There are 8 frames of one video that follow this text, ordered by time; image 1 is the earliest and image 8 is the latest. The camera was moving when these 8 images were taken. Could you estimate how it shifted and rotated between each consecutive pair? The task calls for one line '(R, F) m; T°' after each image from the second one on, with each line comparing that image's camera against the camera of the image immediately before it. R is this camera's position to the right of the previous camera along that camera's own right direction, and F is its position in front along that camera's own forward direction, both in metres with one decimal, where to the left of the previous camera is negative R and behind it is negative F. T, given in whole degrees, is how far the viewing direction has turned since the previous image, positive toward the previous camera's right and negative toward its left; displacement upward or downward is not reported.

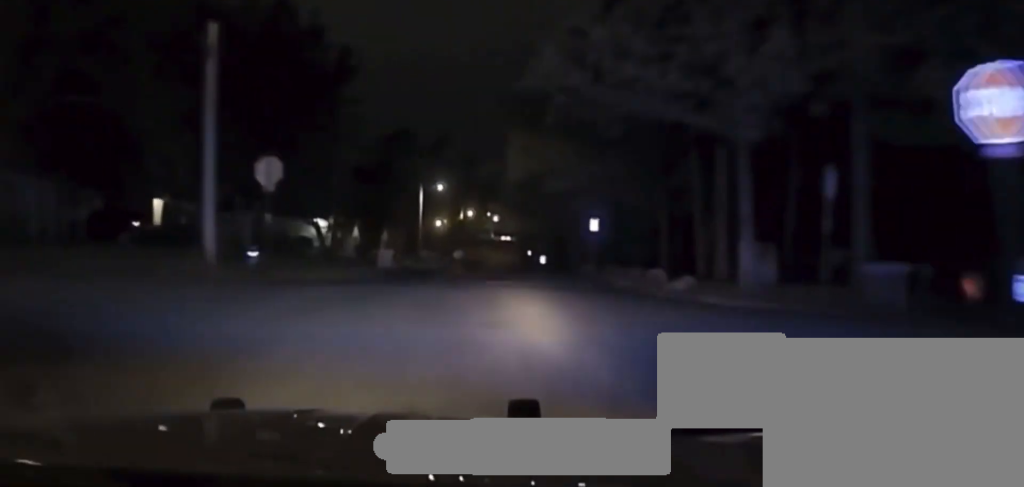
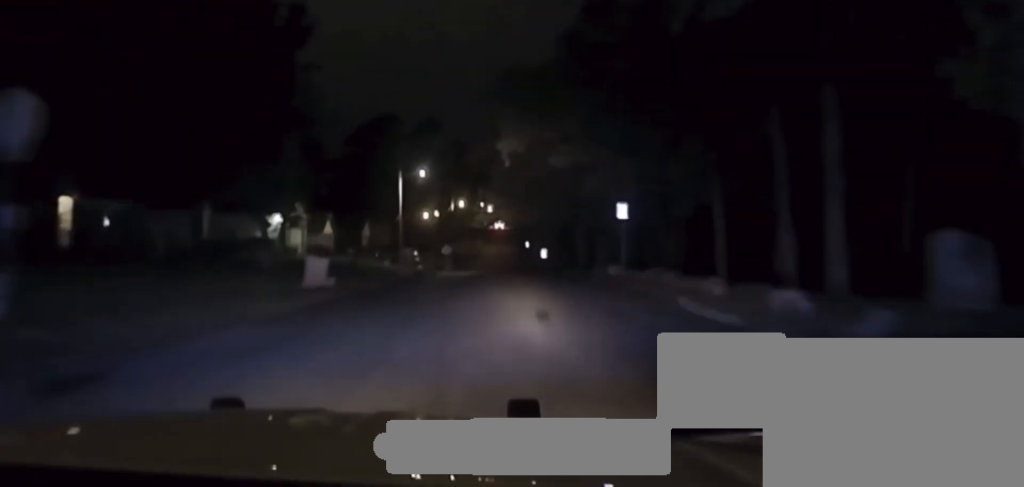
(0.0, +13.9) m; 0°
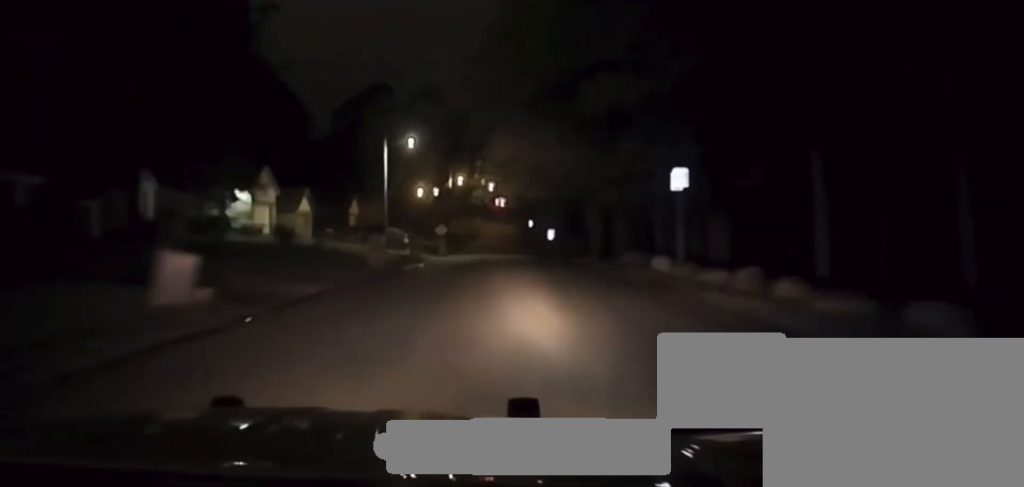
(+0.1, +12.3) m; 0°
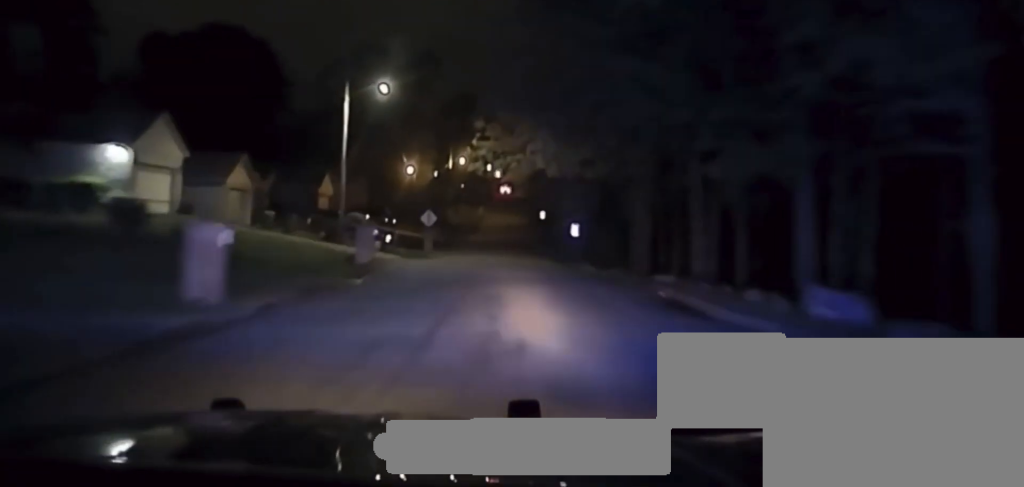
(-0.2, +21.7) m; 0°
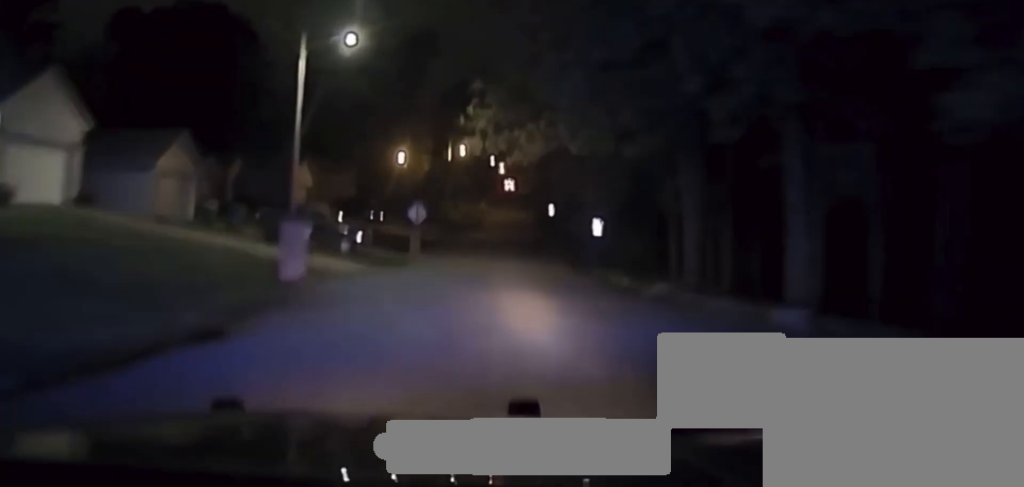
(-0.2, +11.2) m; 0°
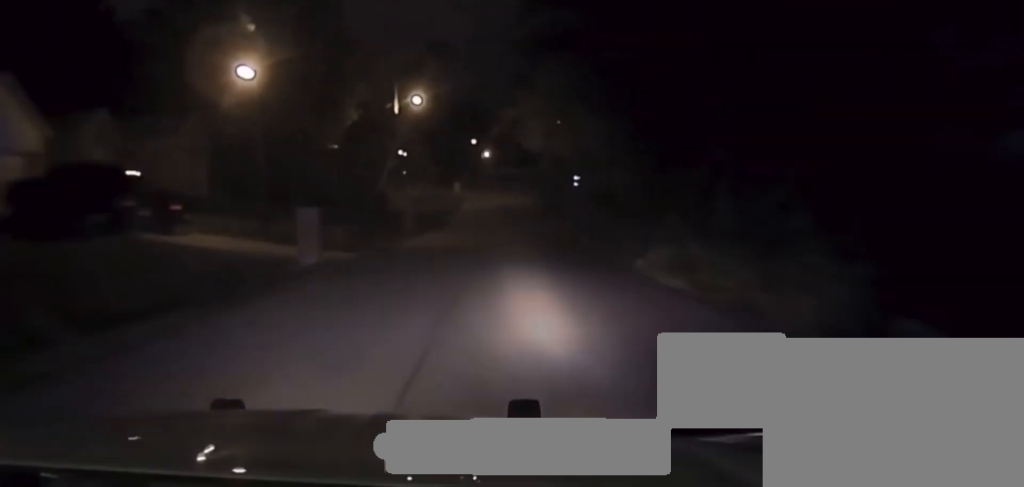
(+0.5, +47.3) m; +1°
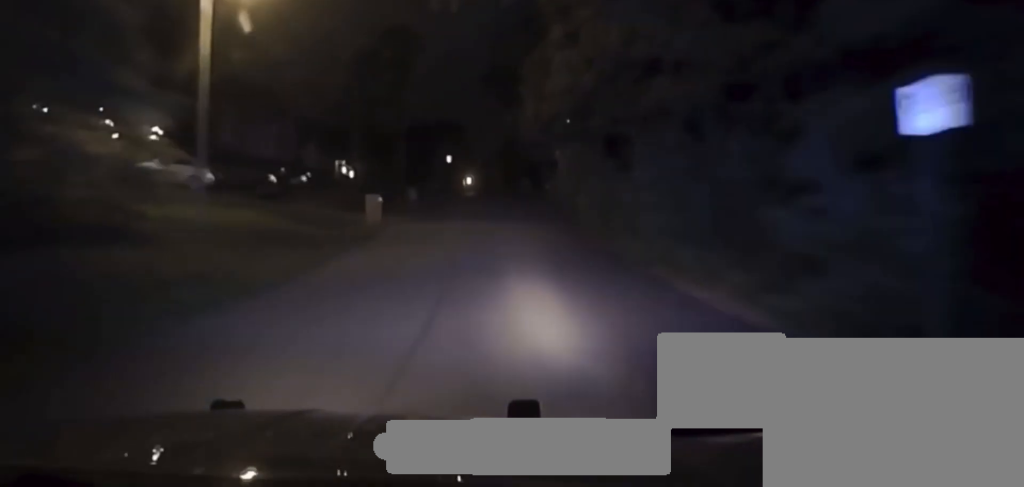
(+0.2, +45.1) m; +1°
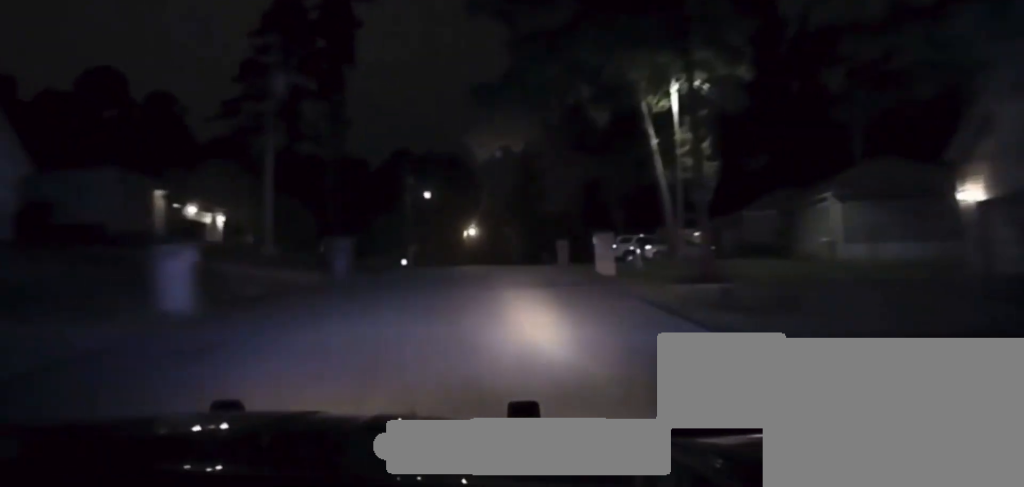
(+0.4, +60.3) m; 0°
